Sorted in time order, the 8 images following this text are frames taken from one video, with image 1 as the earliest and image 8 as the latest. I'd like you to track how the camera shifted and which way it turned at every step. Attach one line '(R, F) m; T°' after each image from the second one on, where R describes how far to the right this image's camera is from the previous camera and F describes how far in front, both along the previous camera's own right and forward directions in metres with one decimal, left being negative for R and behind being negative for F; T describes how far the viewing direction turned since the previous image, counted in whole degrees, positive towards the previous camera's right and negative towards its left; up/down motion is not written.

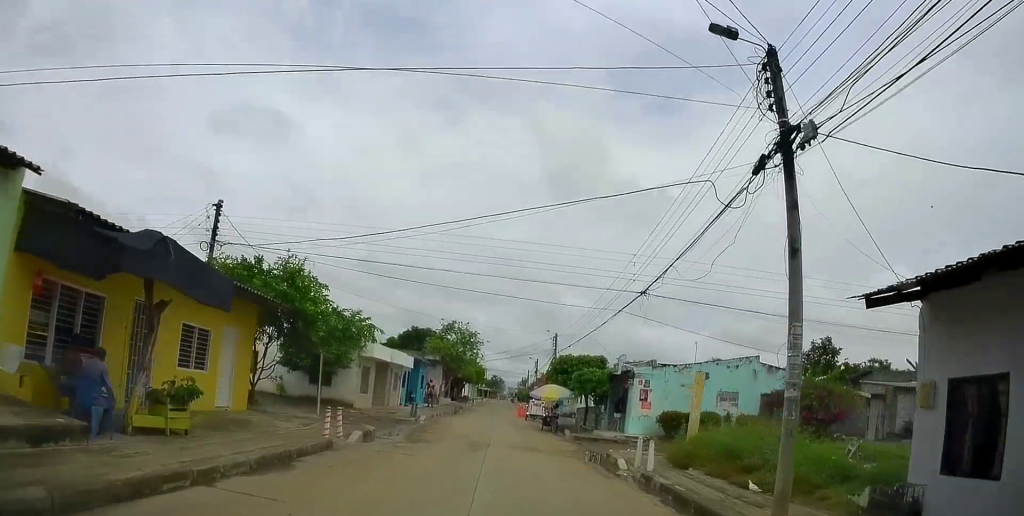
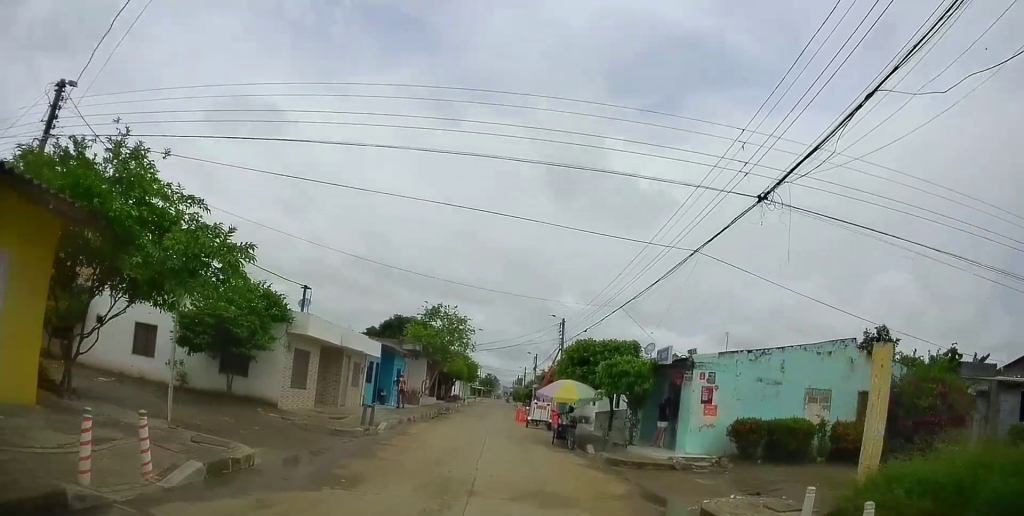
(+0.8, +7.7) m; 0°
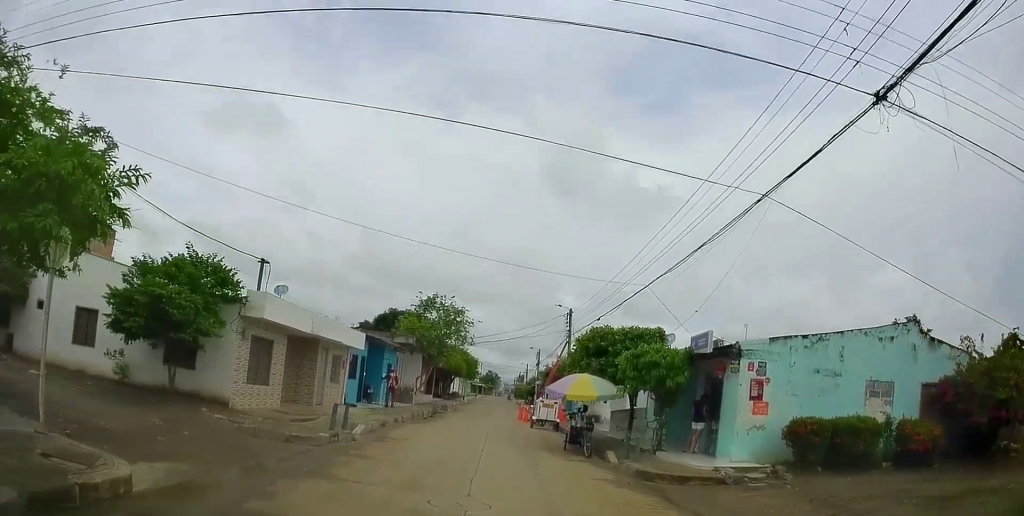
(-0.3, +3.3) m; -2°
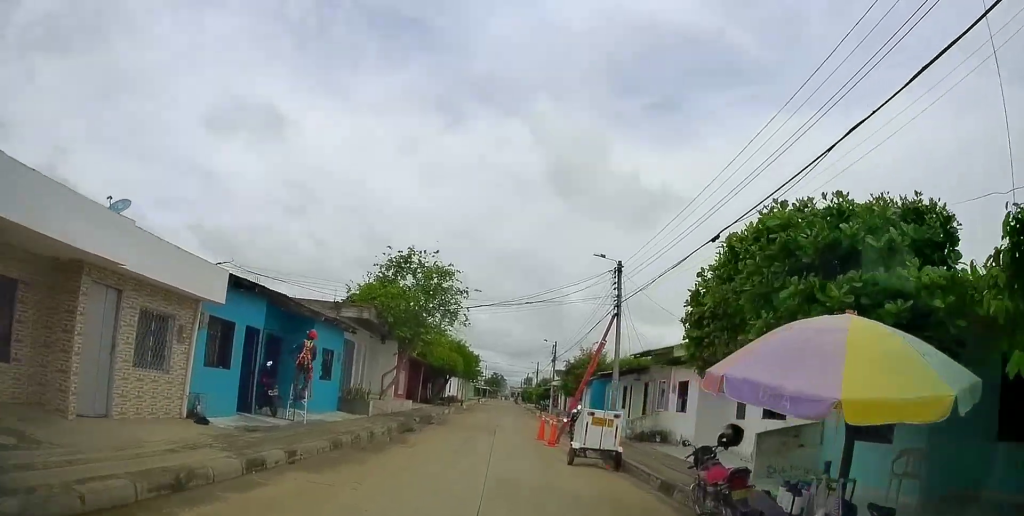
(-0.7, +12.8) m; -3°
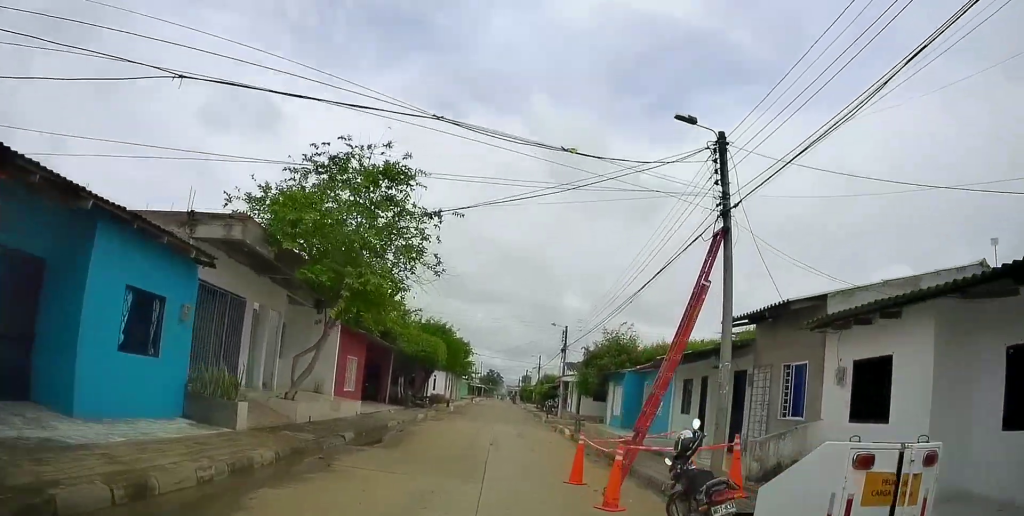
(-0.1, +10.7) m; +1°
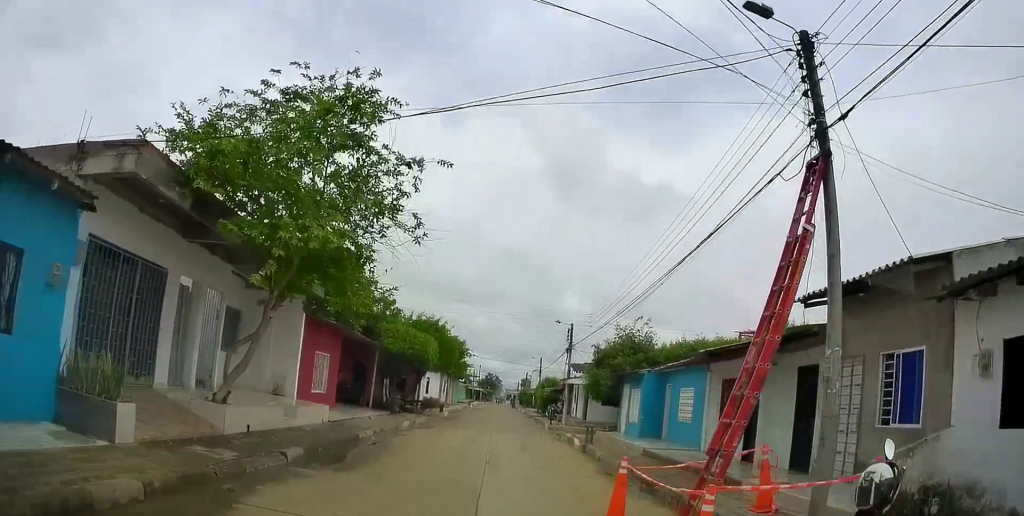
(0.0, +3.6) m; +1°
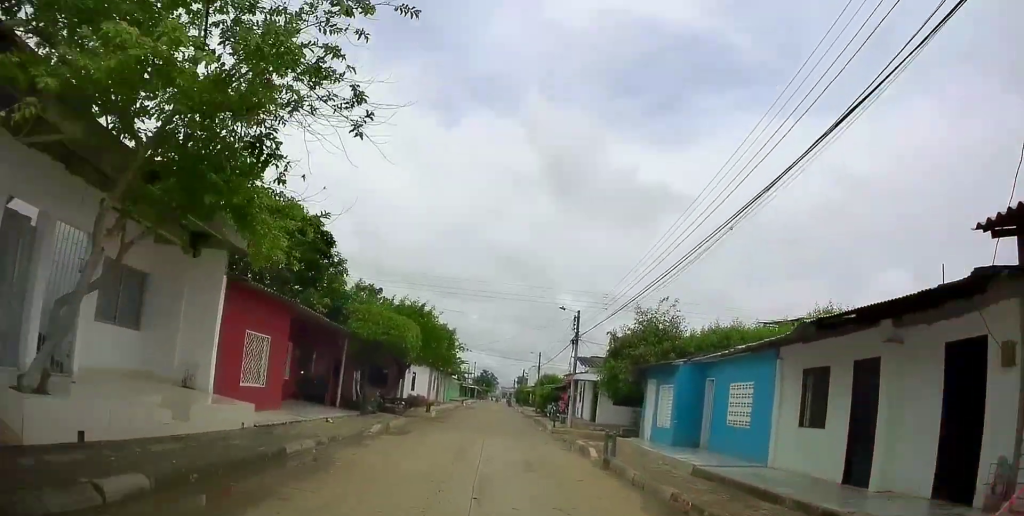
(+0.1, +4.8) m; +1°
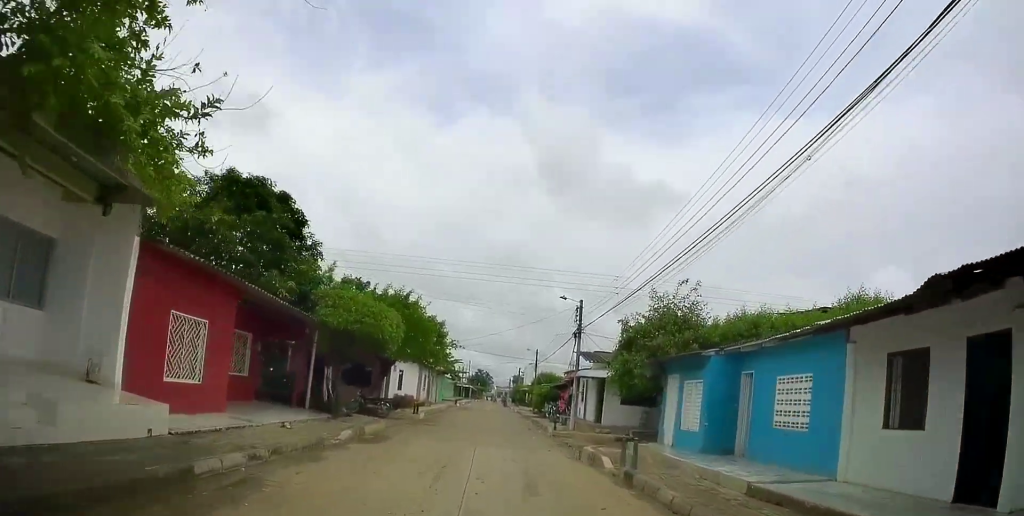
(0.0, +3.1) m; +1°
